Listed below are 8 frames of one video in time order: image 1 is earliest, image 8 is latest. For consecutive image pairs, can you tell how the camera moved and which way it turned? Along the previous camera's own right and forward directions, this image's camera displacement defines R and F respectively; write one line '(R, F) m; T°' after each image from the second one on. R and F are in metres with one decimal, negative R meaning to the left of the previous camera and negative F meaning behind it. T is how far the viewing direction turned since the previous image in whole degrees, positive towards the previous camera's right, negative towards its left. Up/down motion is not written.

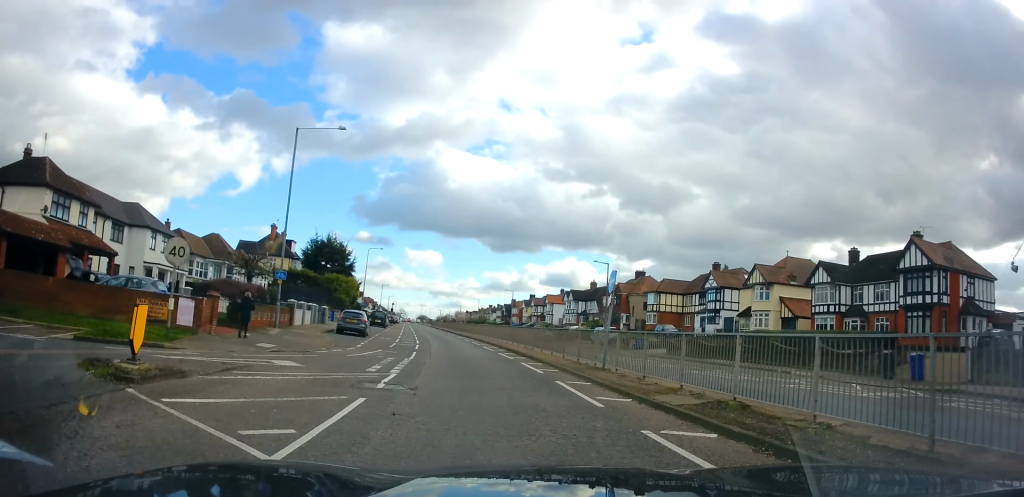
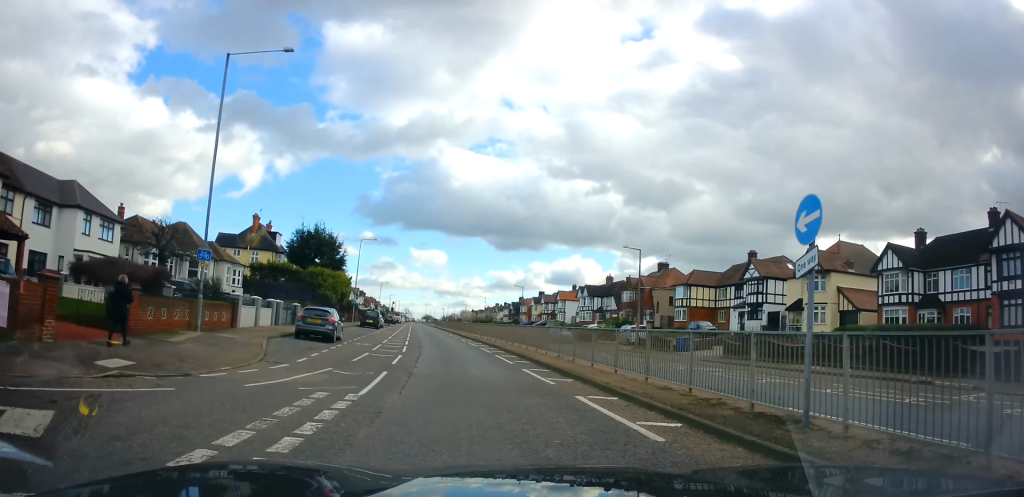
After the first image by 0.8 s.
(+0.2, +8.8) m; -2°
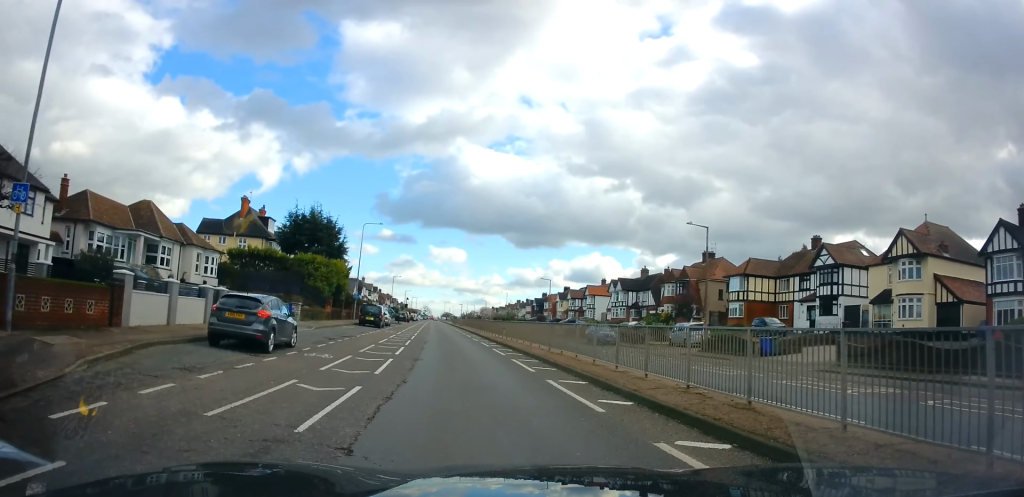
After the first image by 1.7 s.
(-0.5, +9.7) m; -2°
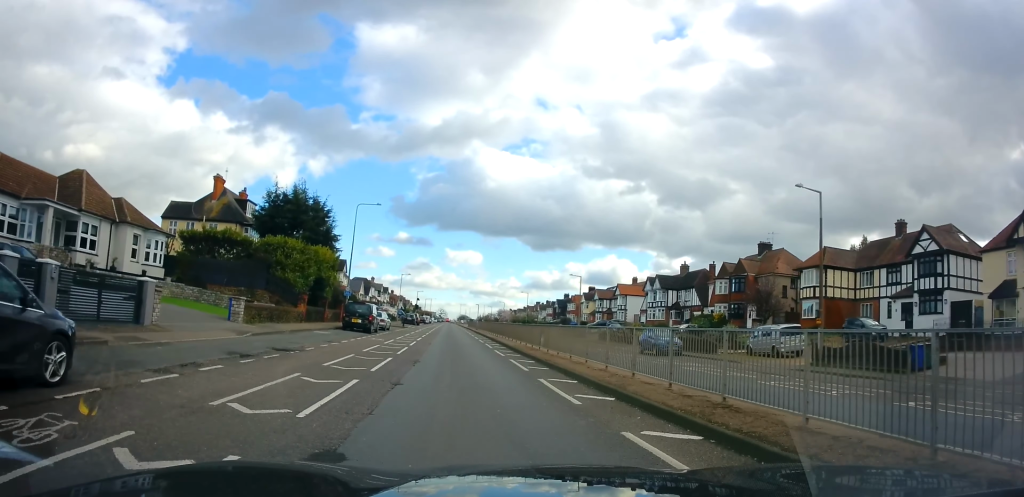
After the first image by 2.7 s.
(+0.1, +11.2) m; 0°
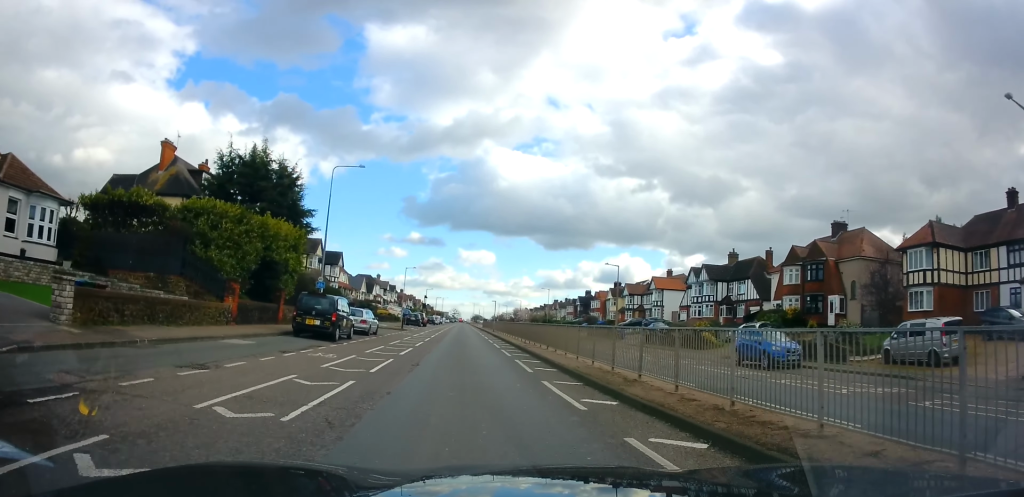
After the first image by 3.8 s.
(0.0, +12.4) m; -2°
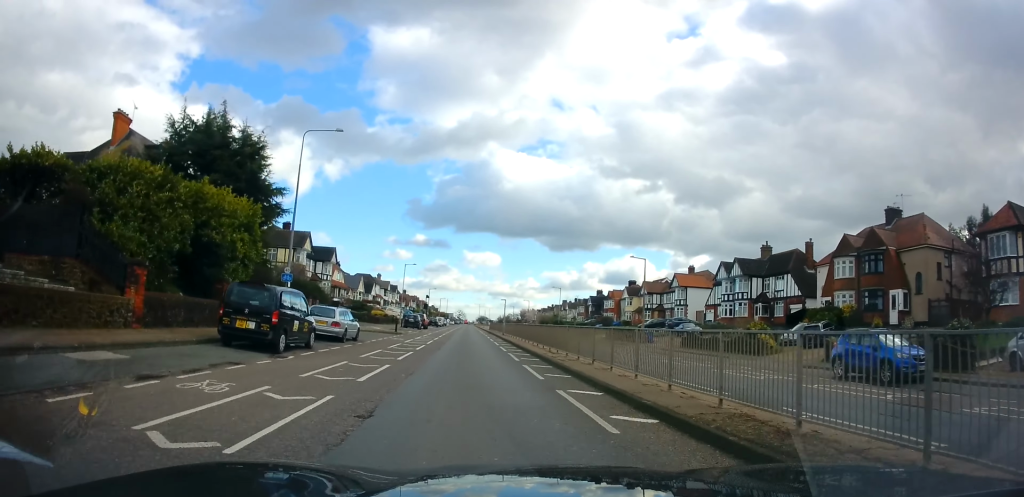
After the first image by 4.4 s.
(-0.2, +7.6) m; -1°
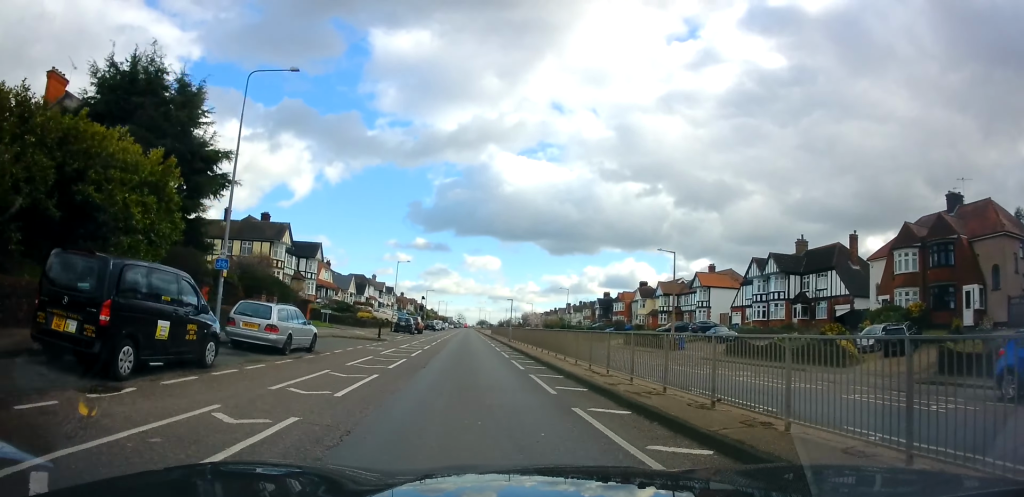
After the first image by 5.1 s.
(-0.2, +7.7) m; 0°
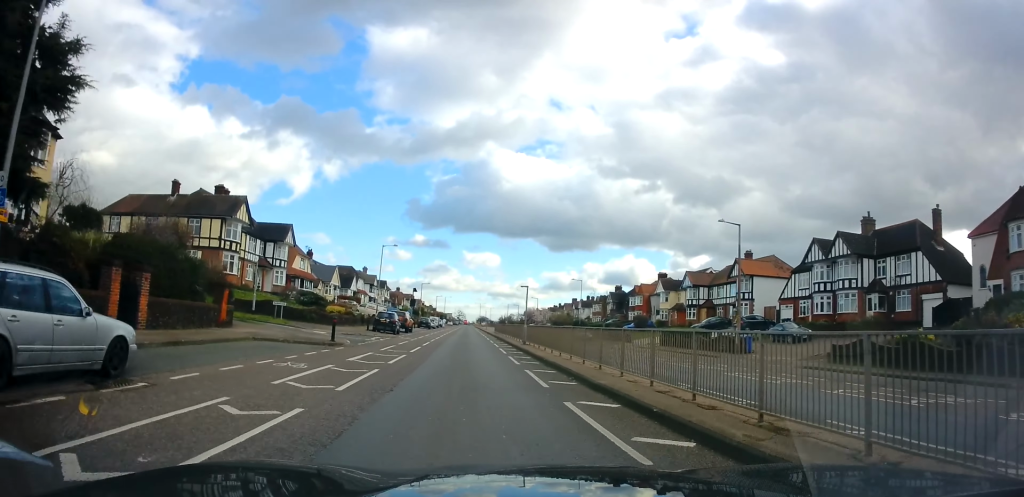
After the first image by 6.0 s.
(+0.4, +11.5) m; -1°
